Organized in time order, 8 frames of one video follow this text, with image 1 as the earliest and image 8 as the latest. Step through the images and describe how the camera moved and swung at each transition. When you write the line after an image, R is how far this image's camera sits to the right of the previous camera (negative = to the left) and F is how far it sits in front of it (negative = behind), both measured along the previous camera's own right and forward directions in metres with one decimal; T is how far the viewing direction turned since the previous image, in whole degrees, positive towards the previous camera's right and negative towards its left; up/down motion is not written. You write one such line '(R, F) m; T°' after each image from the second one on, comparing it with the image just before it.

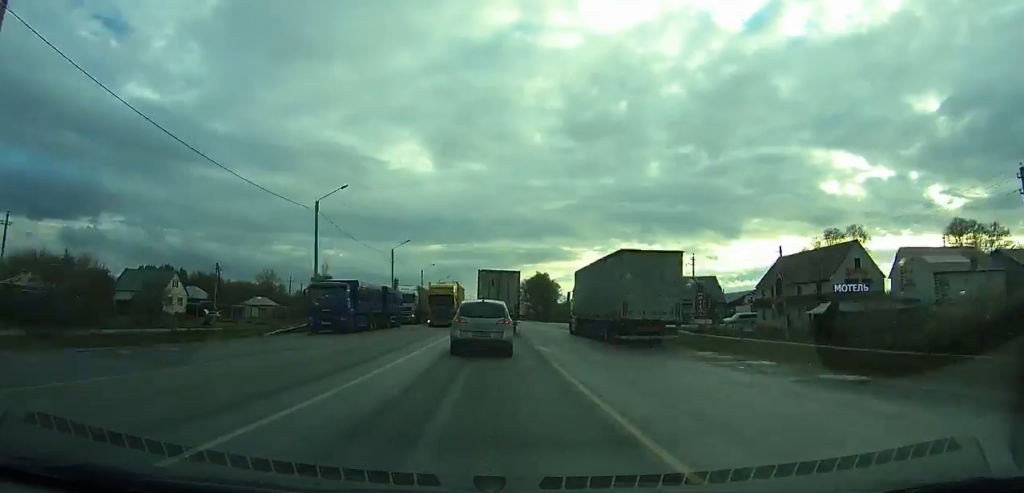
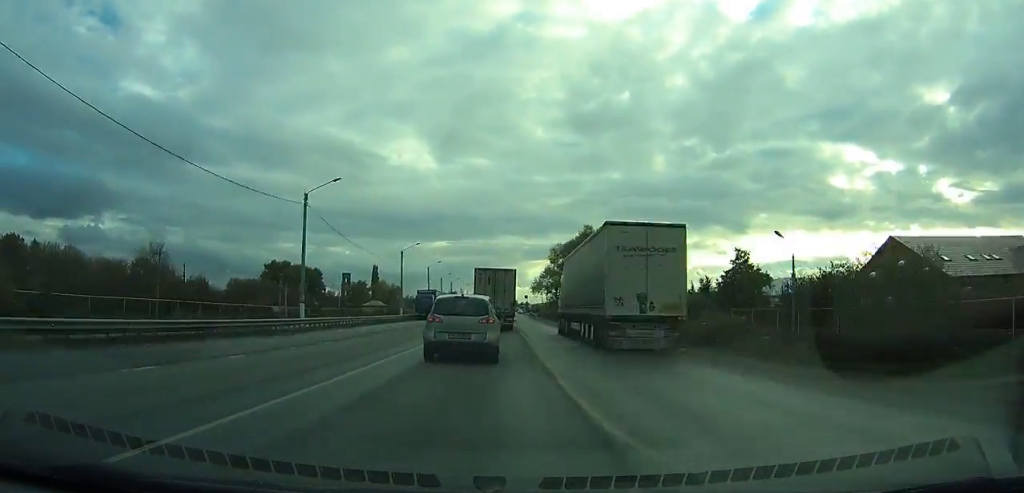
(-0.5, +100.0) m; 0°
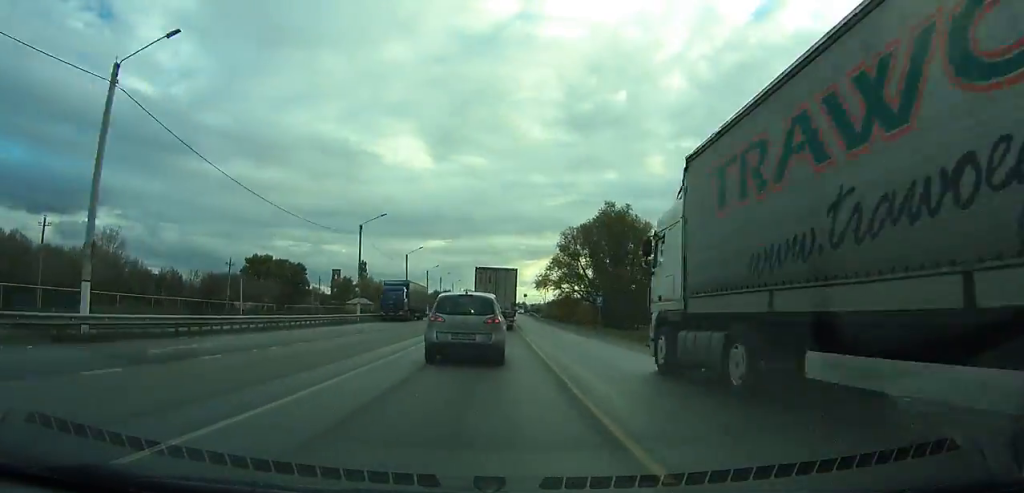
(+0.2, +21.9) m; 0°
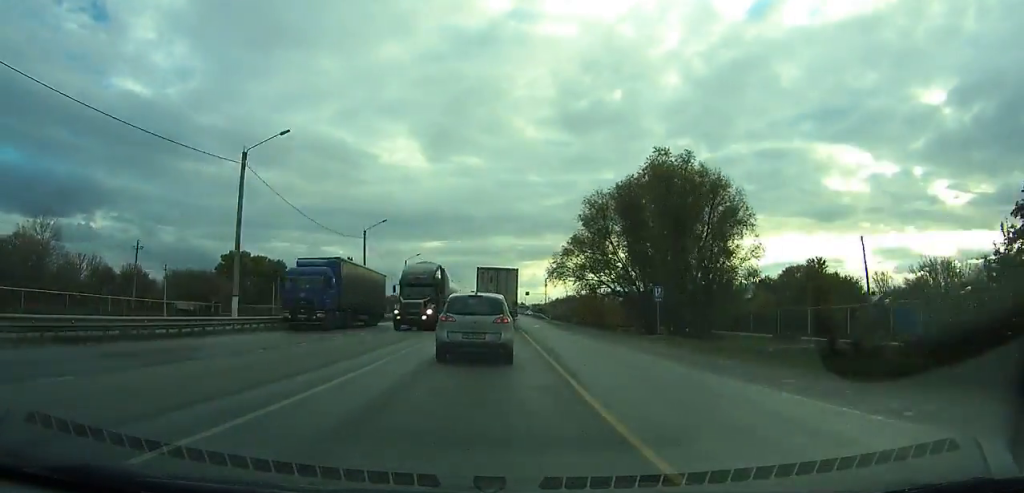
(+0.4, +27.8) m; -1°
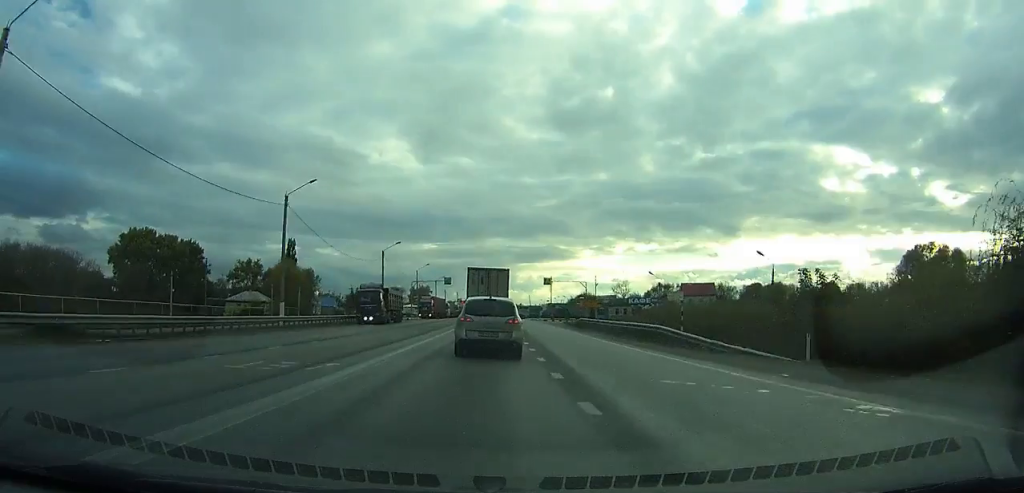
(-1.1, +82.1) m; +1°
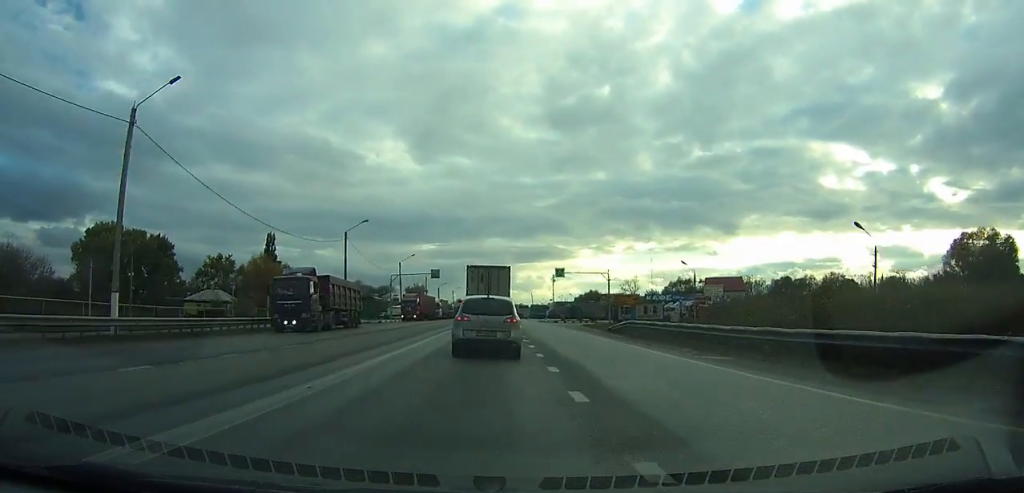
(0.0, +18.8) m; 0°
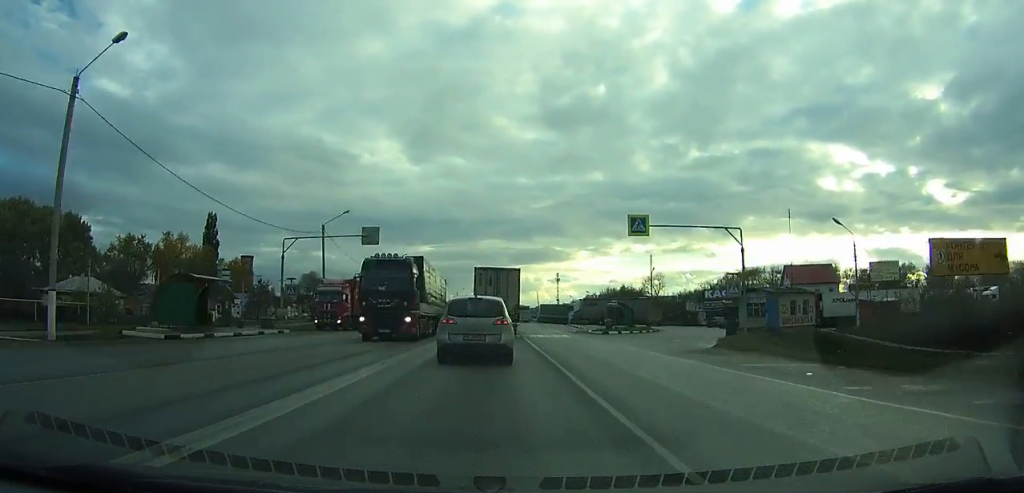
(0.0, +40.4) m; 0°
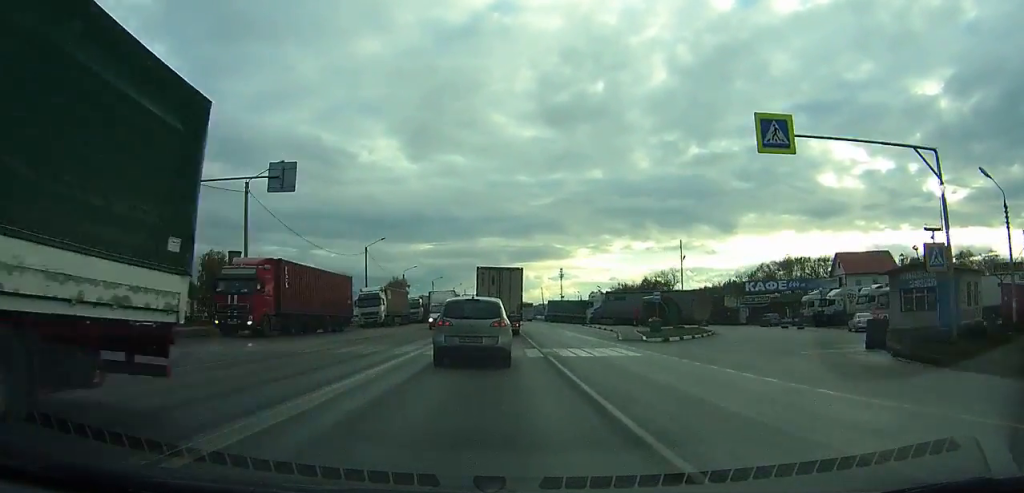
(0.0, +16.3) m; 0°
